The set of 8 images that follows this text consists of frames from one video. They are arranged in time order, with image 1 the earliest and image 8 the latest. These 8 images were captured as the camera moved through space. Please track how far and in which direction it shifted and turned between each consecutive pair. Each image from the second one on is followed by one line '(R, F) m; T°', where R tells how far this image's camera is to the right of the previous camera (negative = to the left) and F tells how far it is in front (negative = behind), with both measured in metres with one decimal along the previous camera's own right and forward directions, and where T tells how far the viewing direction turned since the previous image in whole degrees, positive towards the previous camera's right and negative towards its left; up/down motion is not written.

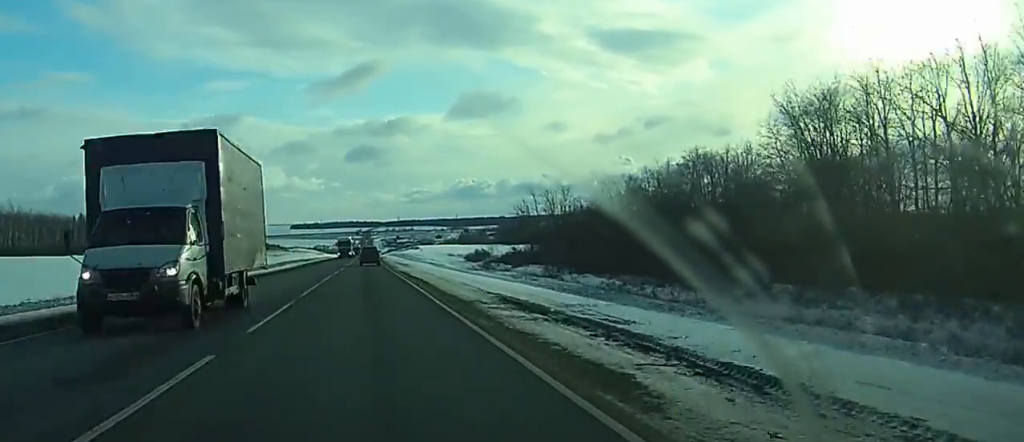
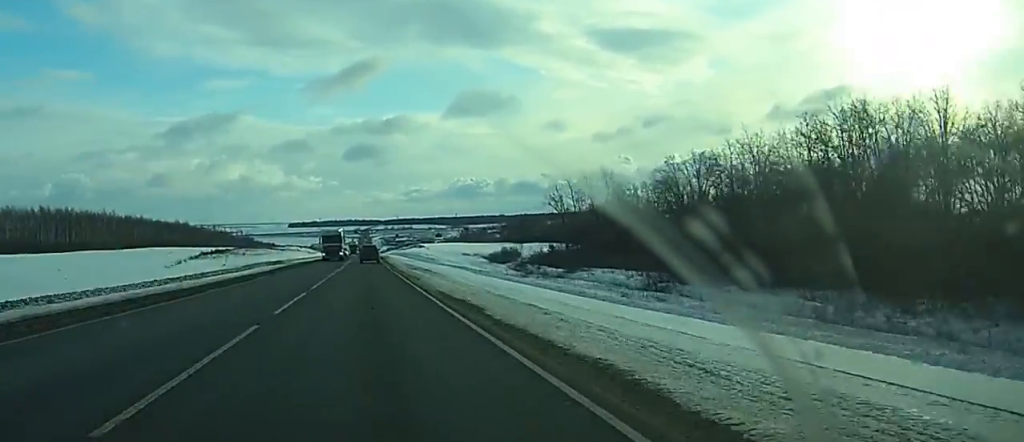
(+0.1, +31.9) m; 0°
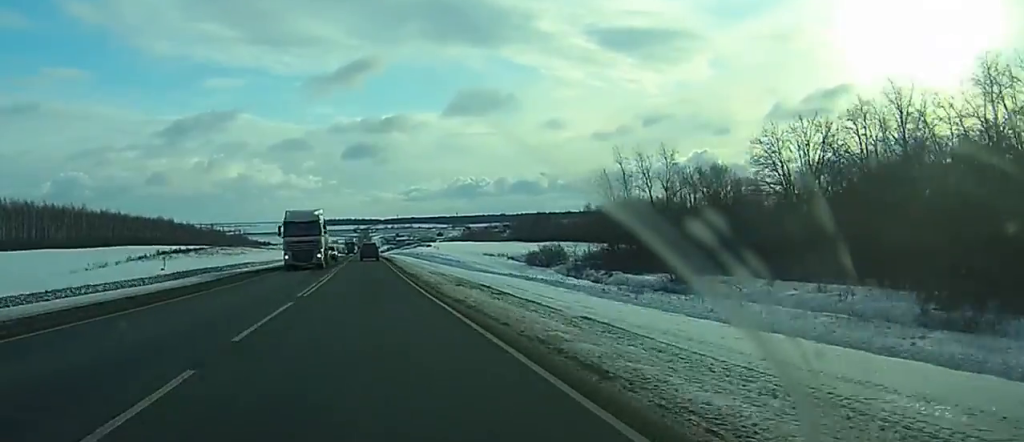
(+0.1, +29.9) m; 0°
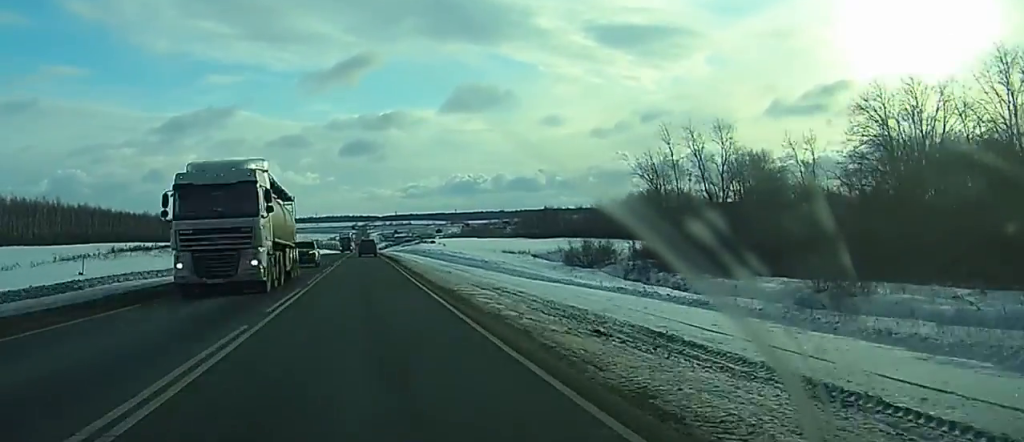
(0.0, +19.6) m; 0°
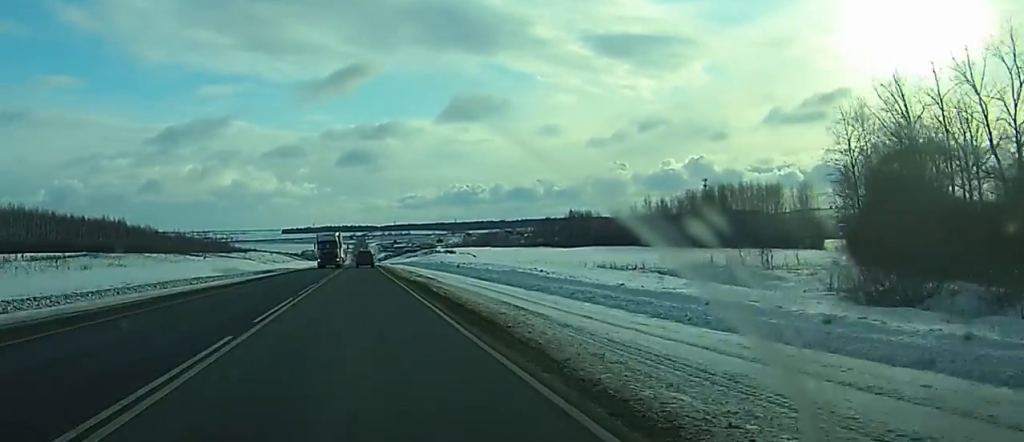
(-0.1, +48.7) m; 0°
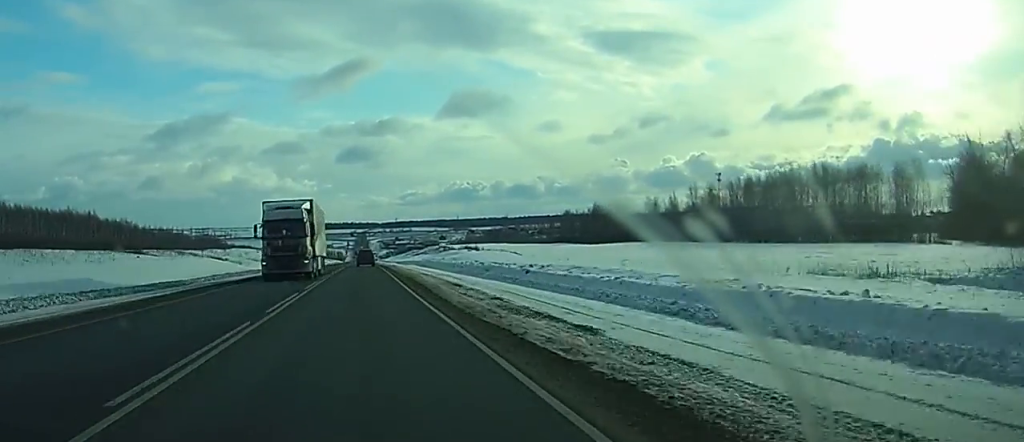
(-0.1, +33.1) m; 0°
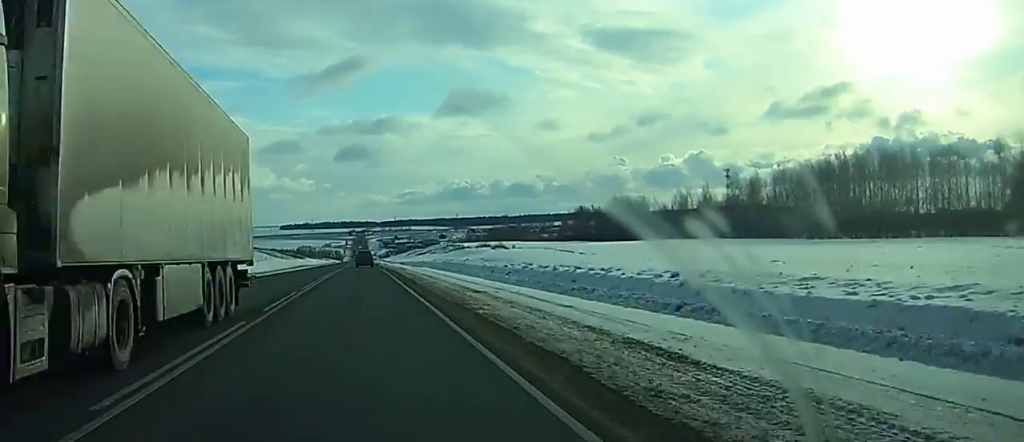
(0.0, +23.8) m; 0°
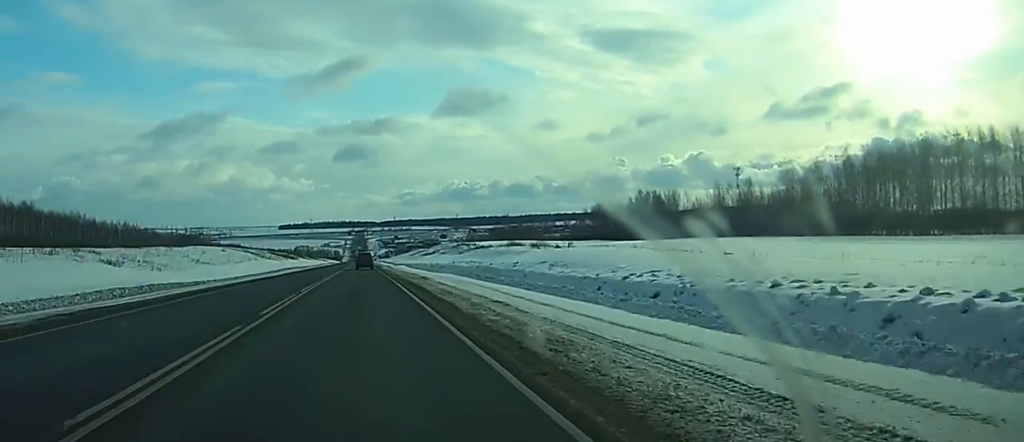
(0.0, +24.1) m; 0°
